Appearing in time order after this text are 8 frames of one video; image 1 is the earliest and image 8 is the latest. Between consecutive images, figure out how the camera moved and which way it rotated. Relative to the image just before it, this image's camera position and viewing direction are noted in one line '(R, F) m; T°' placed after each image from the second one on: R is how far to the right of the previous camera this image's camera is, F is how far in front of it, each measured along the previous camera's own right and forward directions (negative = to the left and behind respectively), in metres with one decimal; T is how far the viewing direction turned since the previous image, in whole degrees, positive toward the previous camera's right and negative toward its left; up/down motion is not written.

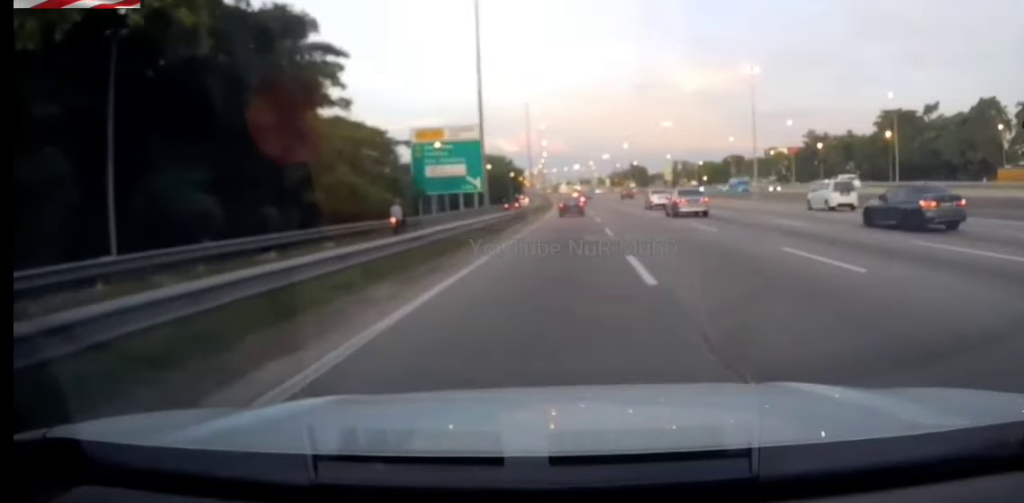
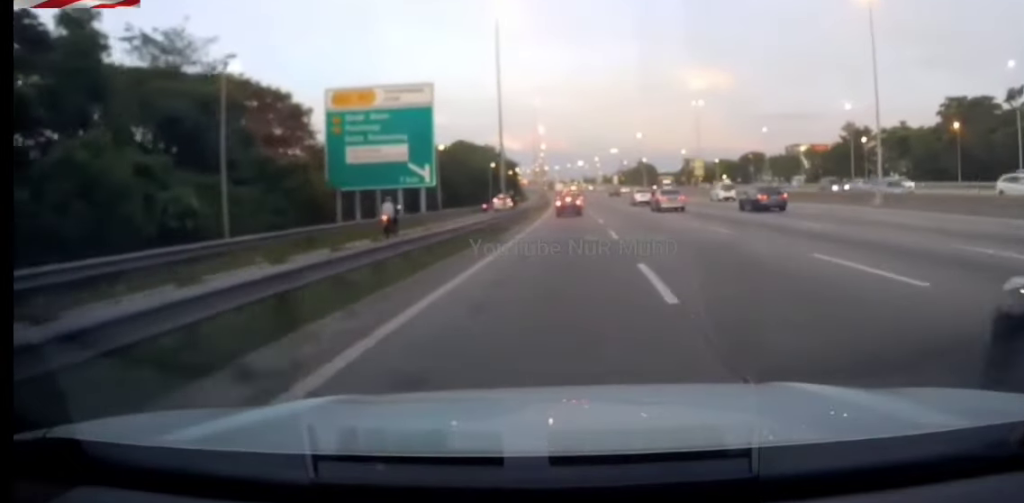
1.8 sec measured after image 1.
(-0.1, +26.5) m; +1°
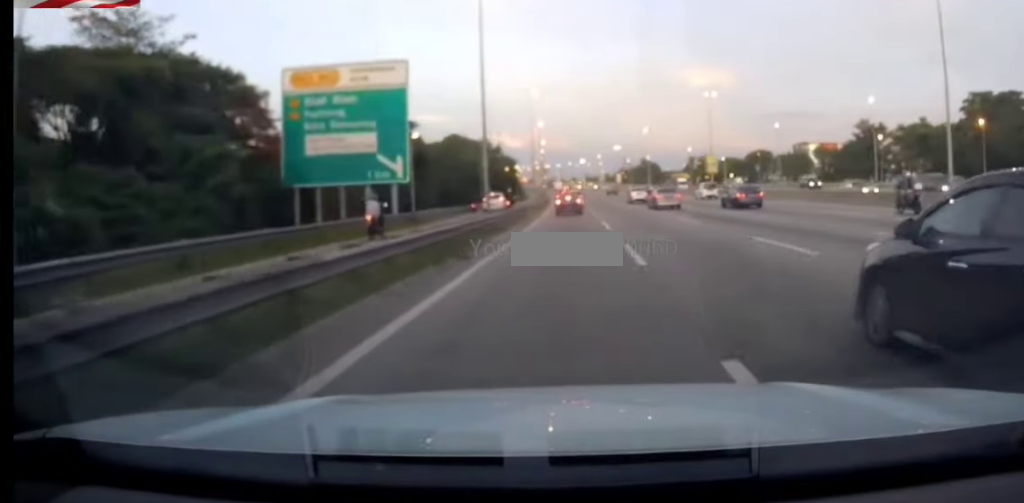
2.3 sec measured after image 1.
(+0.2, +7.6) m; 0°
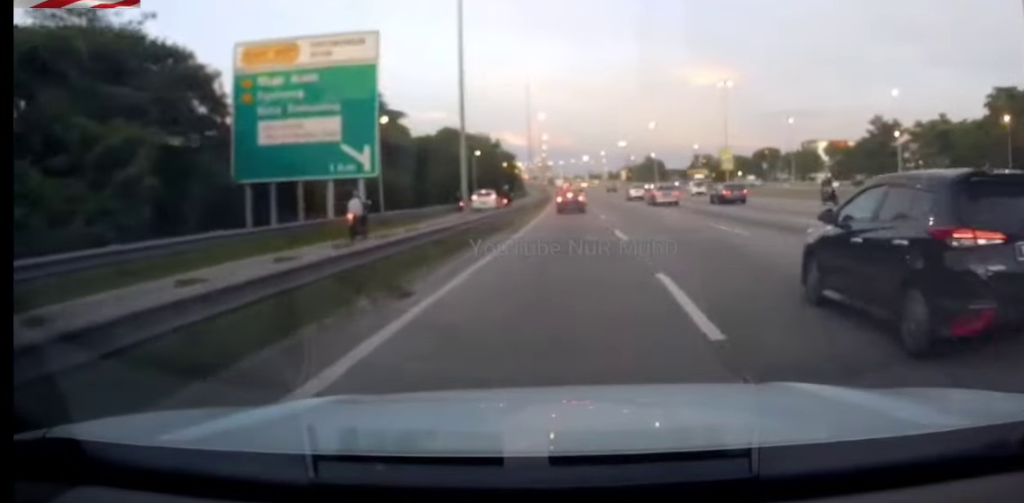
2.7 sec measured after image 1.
(+0.1, +7.1) m; 0°
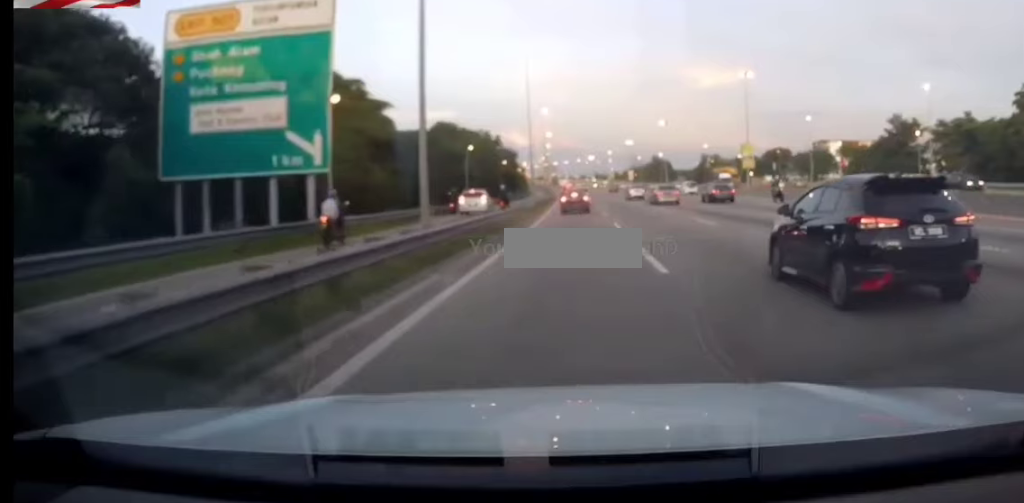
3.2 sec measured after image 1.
(-0.1, +6.6) m; -1°
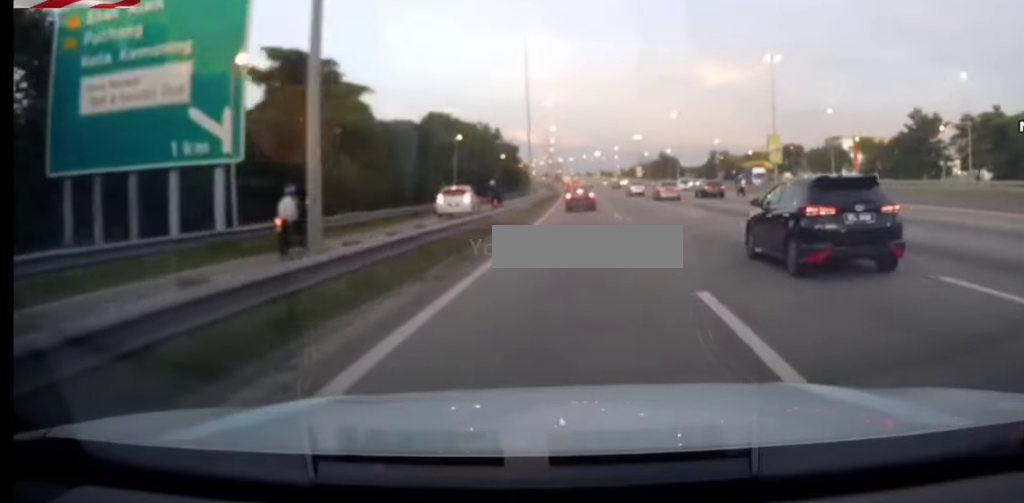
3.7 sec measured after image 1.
(0.0, +7.5) m; -1°
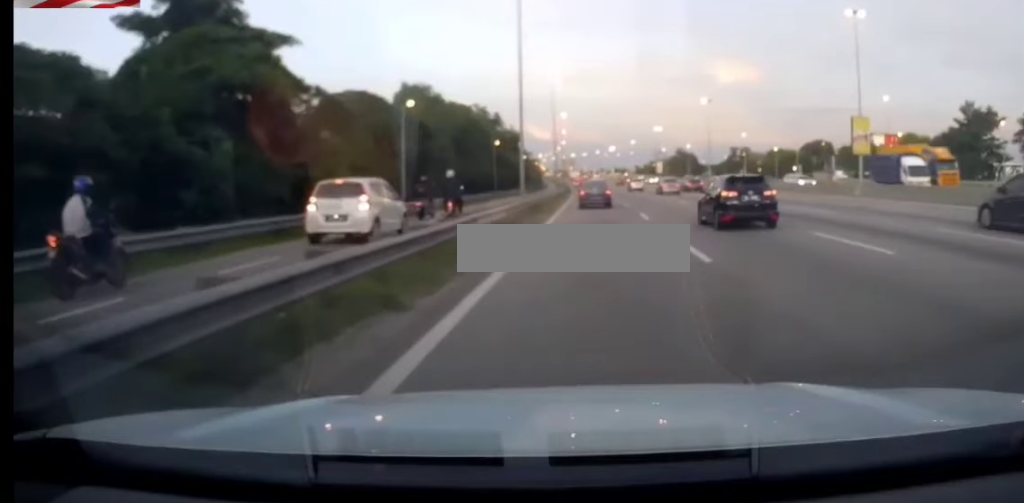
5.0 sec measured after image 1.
(-0.5, +17.1) m; -2°
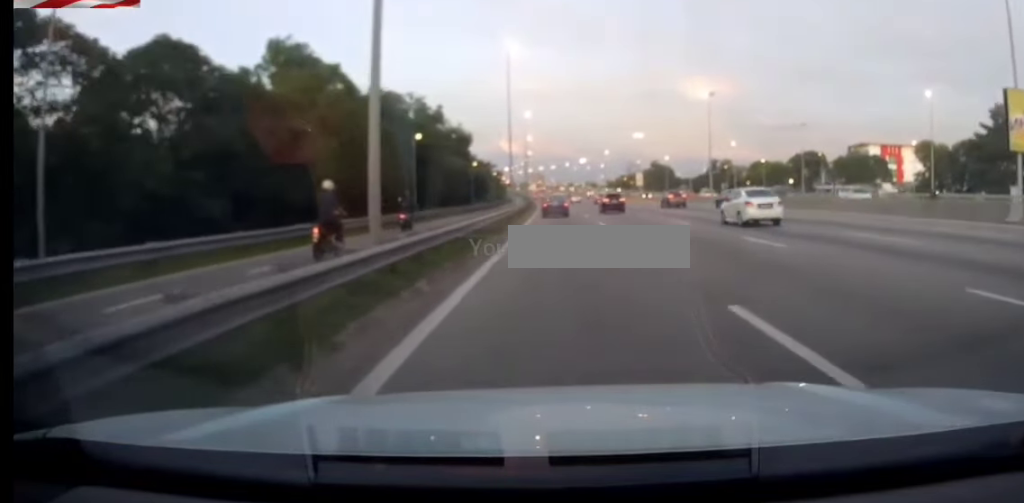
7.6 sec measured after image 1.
(+0.4, +21.4) m; +2°
